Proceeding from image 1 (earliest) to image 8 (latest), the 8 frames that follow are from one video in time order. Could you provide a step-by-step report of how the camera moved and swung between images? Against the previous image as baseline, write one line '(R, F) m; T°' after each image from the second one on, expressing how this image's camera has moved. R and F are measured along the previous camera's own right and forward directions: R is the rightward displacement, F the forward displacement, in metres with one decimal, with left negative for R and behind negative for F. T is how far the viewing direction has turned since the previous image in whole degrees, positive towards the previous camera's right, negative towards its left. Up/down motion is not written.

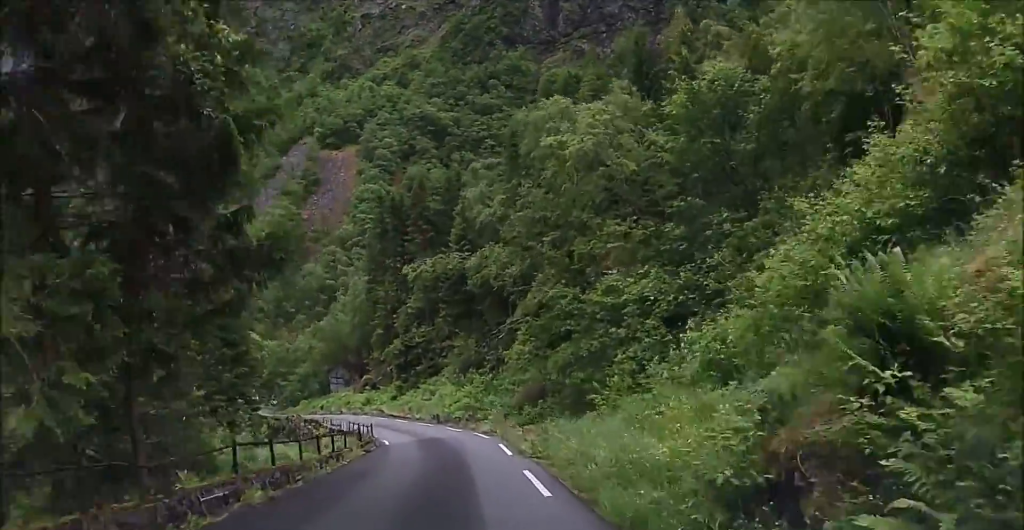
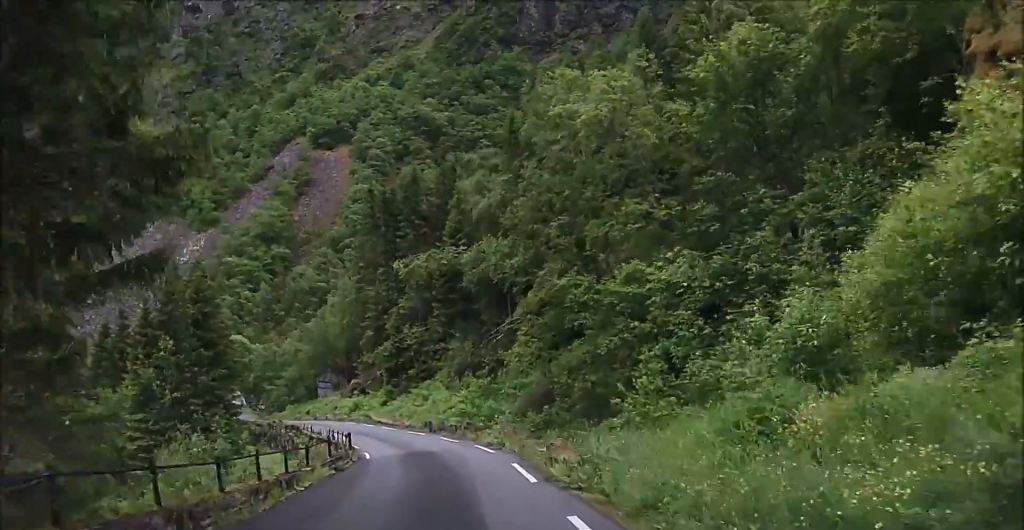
(-0.1, +4.5) m; +2°
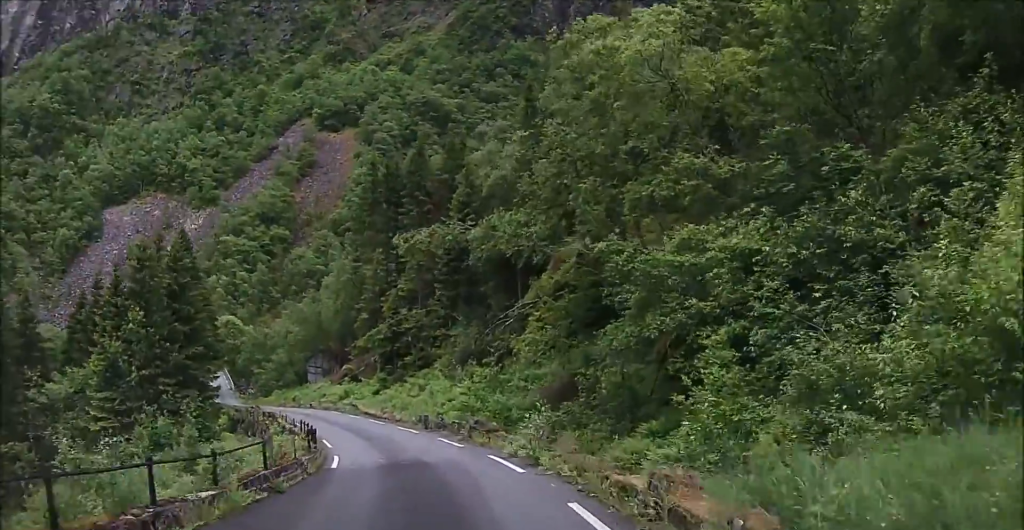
(+0.1, +5.9) m; +1°
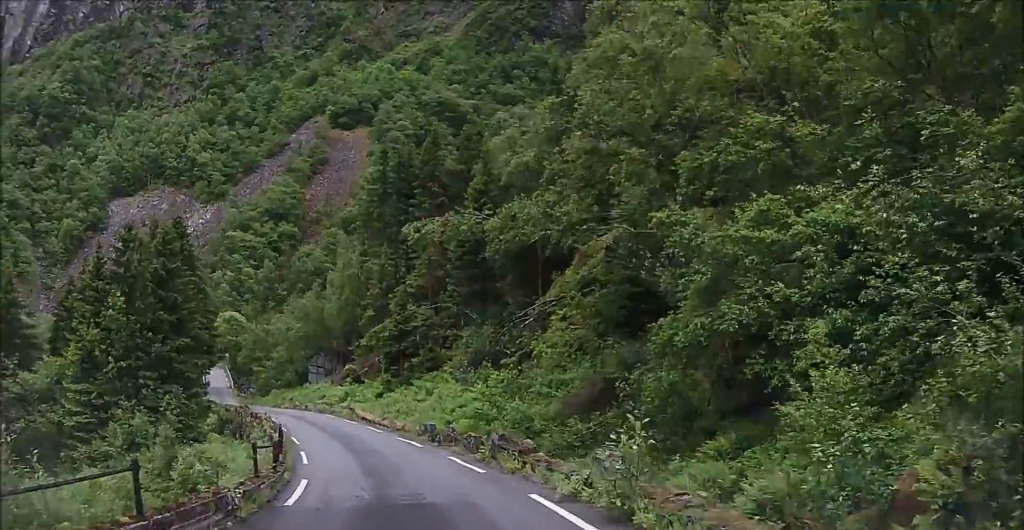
(+0.2, +5.0) m; +1°
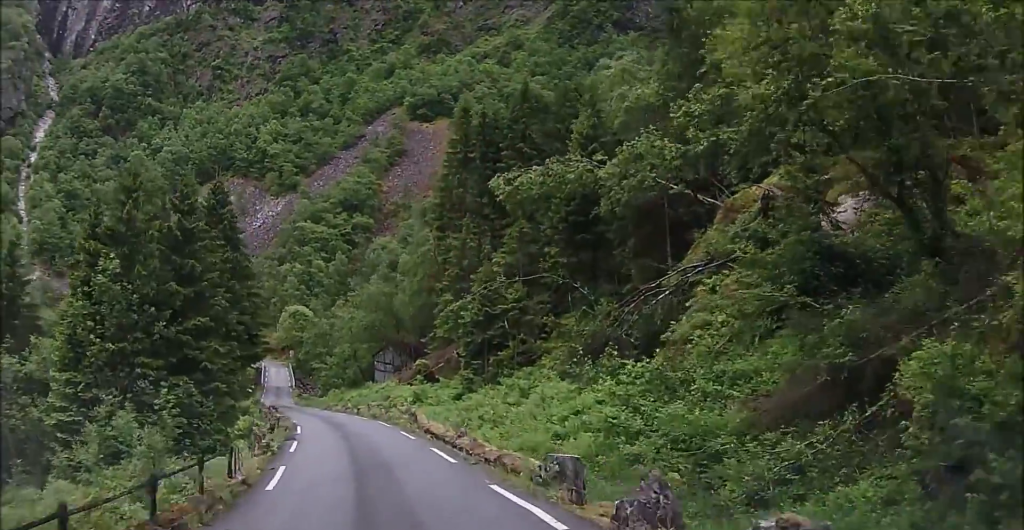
(-0.6, +11.8) m; -9°
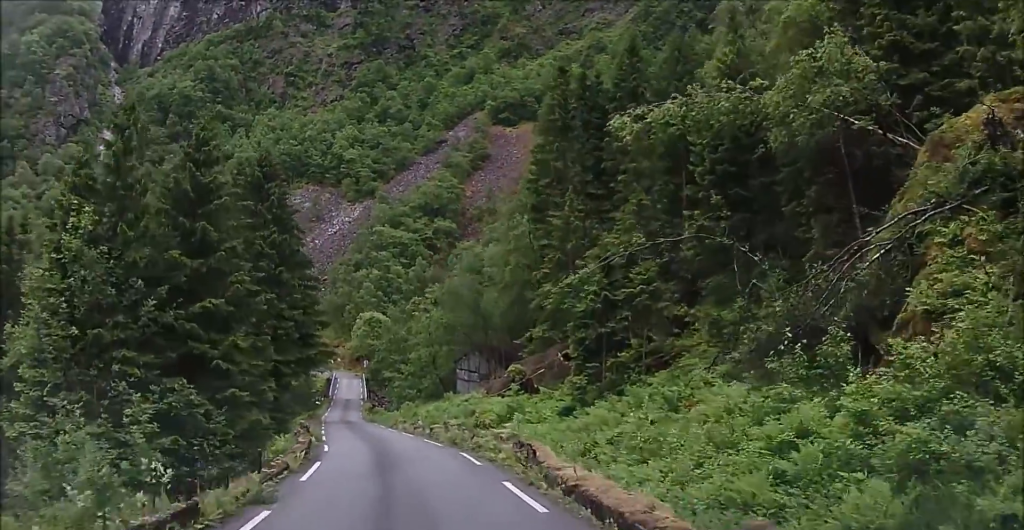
(-0.9, +10.2) m; -7°
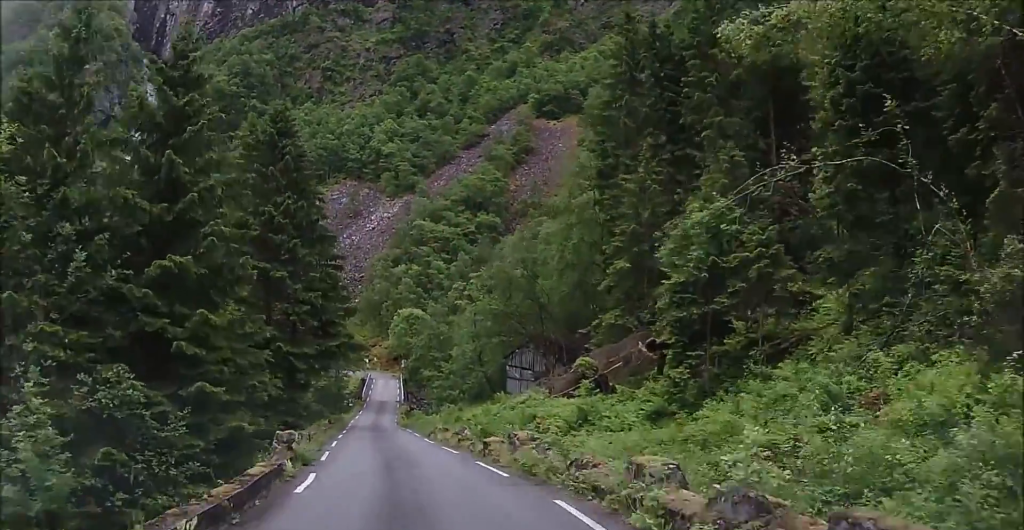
(-0.1, +7.7) m; -2°
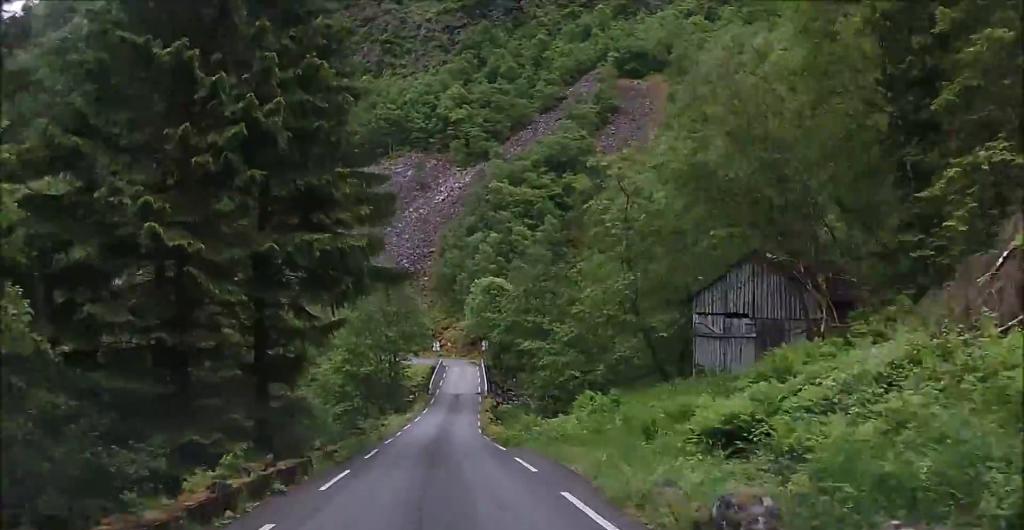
(-2.0, +22.5) m; -8°
